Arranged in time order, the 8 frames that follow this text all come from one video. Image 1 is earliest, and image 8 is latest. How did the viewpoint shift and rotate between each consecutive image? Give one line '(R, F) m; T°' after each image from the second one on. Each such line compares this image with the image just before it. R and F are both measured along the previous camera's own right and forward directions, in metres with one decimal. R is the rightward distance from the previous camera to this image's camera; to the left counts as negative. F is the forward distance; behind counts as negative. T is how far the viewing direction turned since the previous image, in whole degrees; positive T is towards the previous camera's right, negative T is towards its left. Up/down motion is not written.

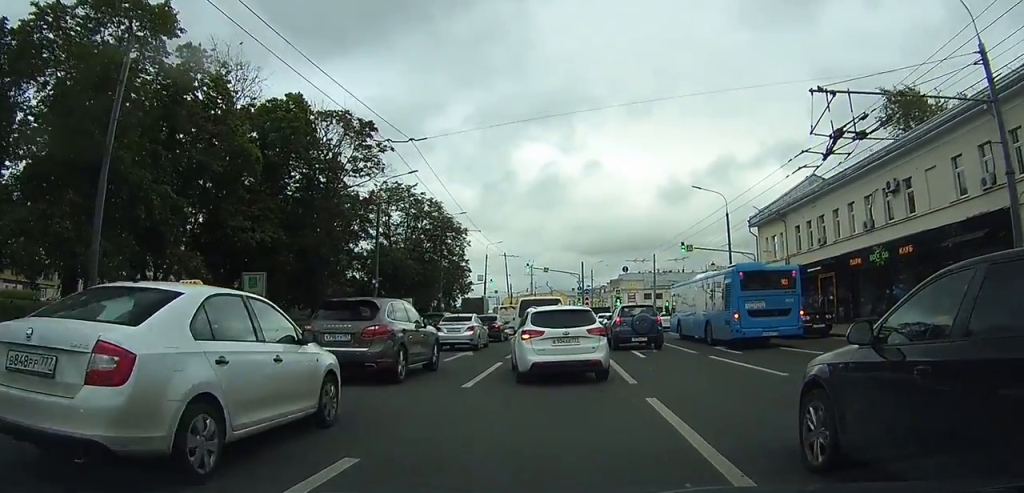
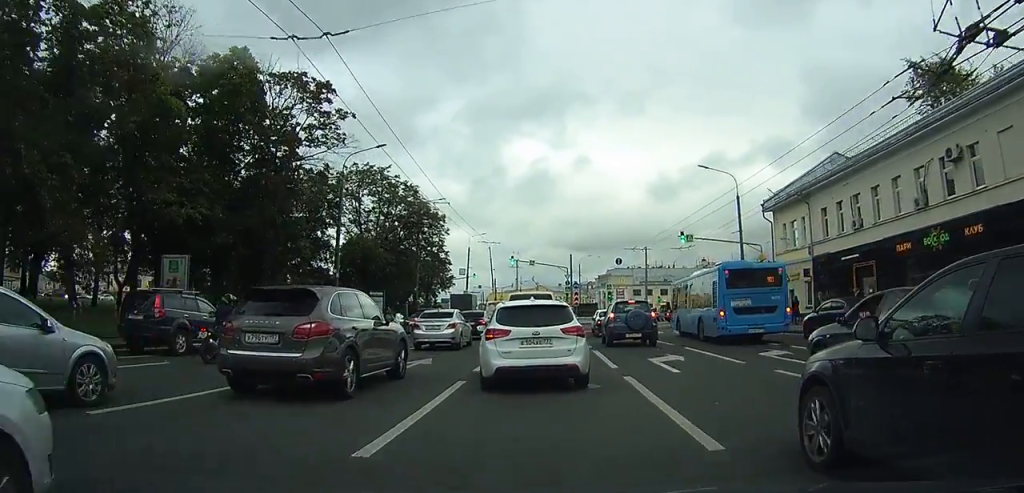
(0.0, +5.3) m; -1°
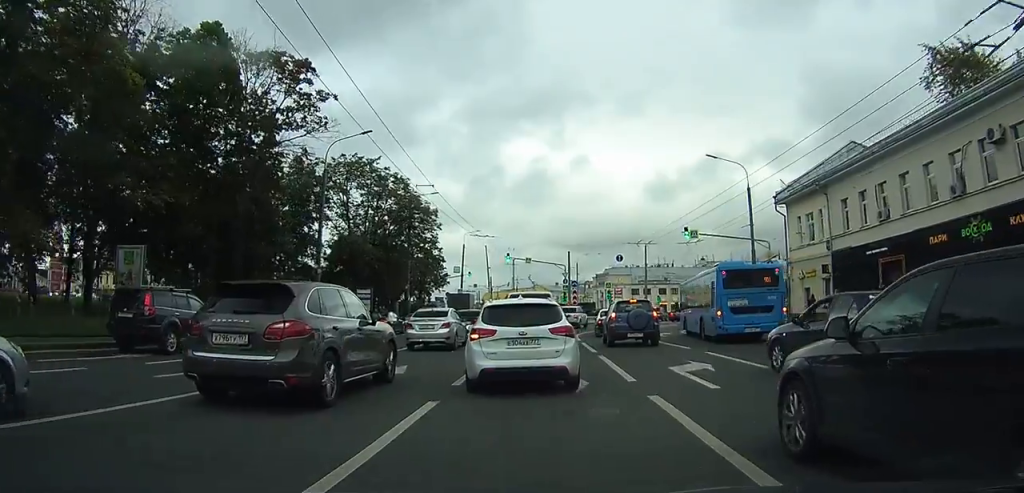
(0.0, +2.7) m; 0°
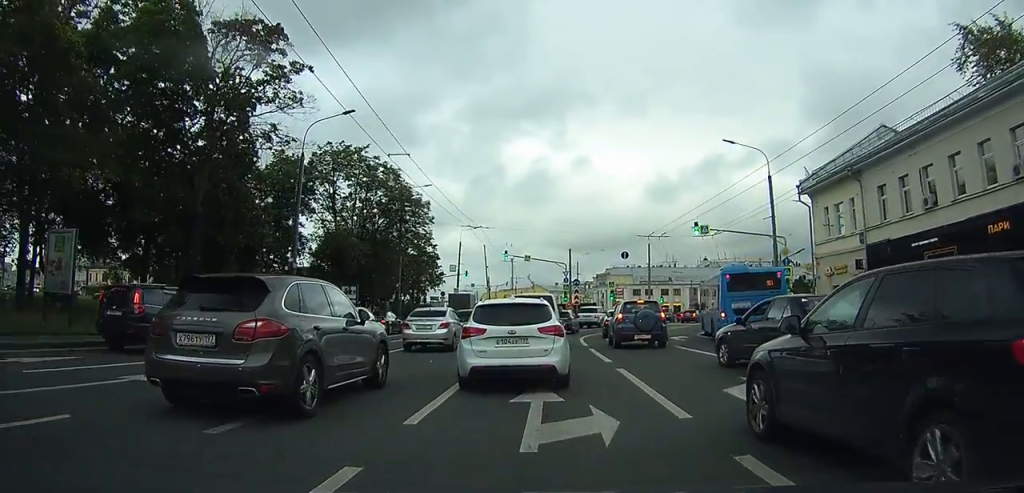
(0.0, +3.9) m; 0°
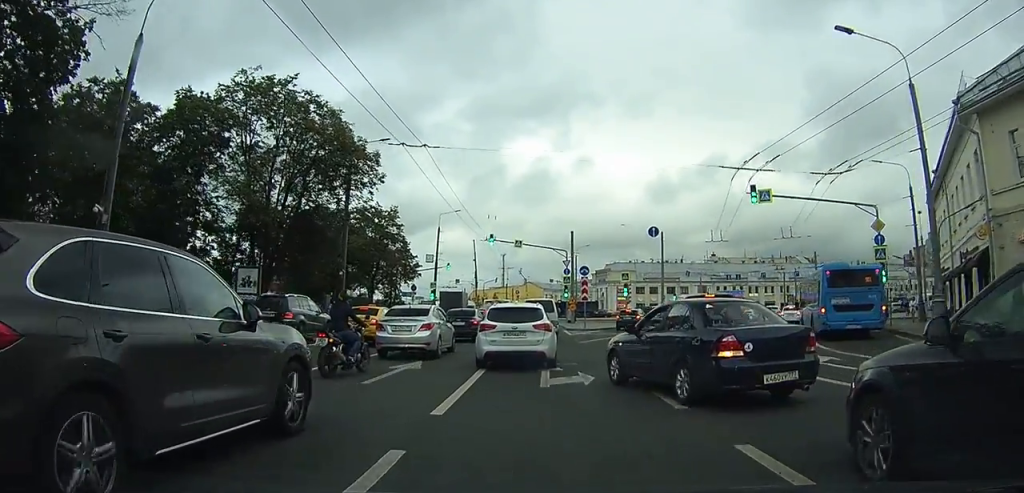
(-0.1, +14.5) m; 0°
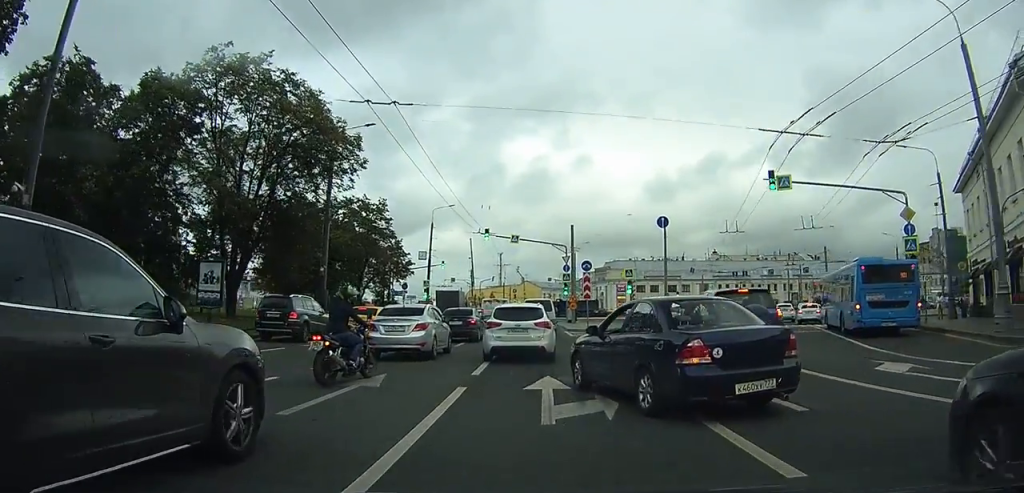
(0.0, +3.1) m; 0°
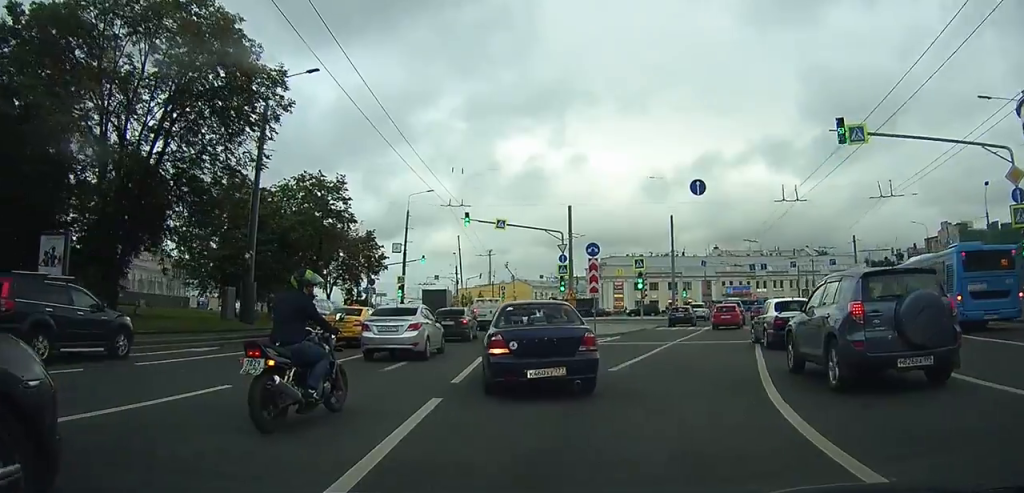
(+0.1, +9.3) m; 0°
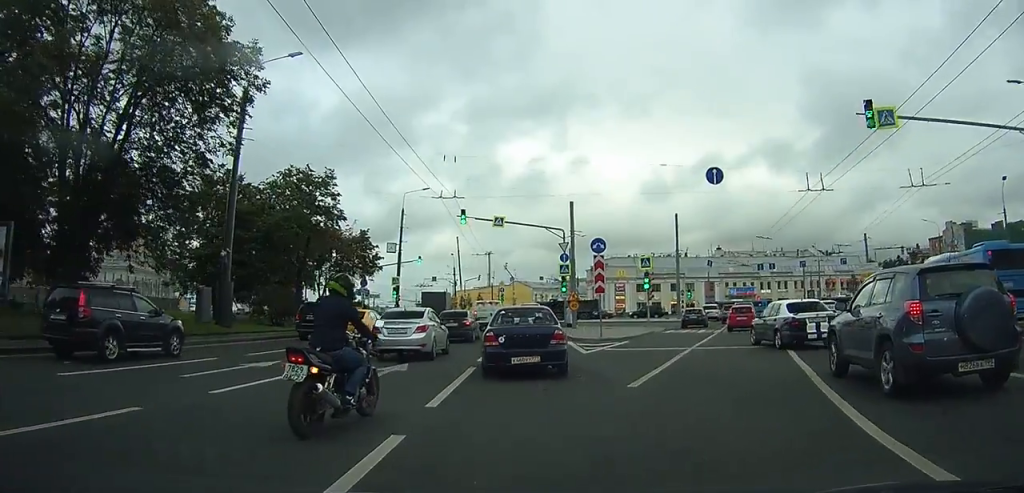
(0.0, +3.0) m; 0°
